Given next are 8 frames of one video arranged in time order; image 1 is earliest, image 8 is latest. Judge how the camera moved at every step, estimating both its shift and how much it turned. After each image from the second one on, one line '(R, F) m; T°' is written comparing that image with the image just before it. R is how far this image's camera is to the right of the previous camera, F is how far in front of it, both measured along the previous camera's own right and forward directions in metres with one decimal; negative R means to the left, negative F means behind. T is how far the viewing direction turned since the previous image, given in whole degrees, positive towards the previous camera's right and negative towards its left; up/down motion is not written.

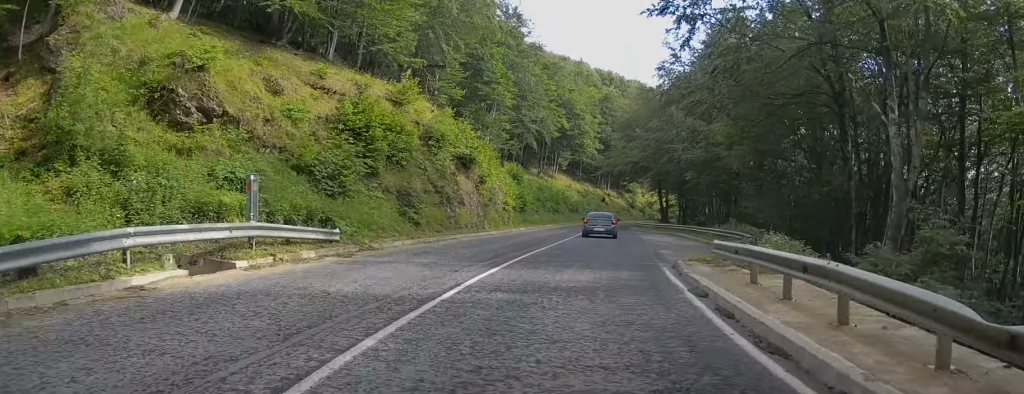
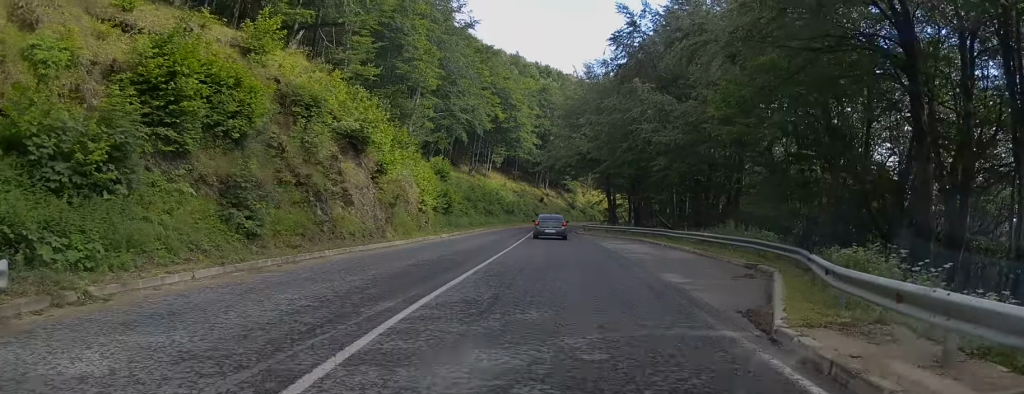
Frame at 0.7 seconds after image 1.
(+0.5, +10.0) m; +3°
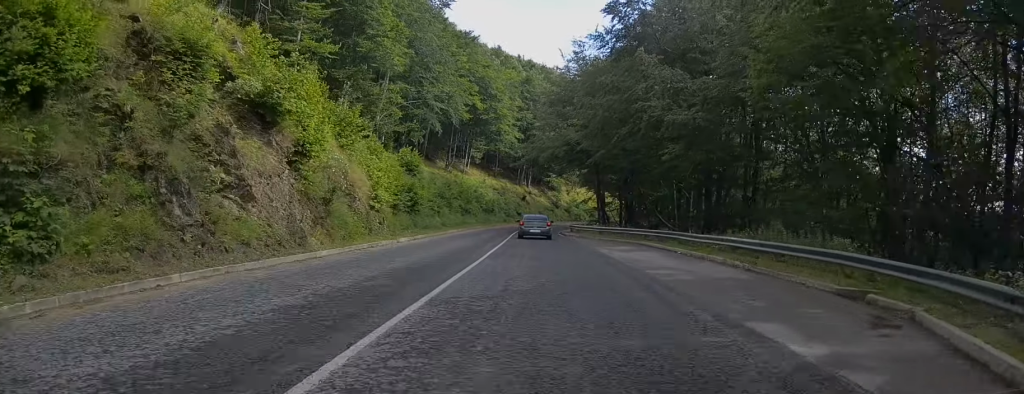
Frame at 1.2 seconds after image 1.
(+0.2, +6.8) m; +1°
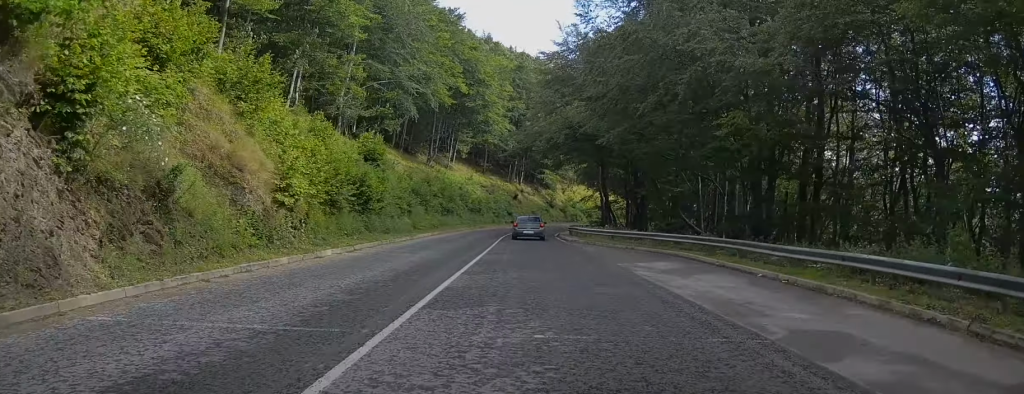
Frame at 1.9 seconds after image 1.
(0.0, +9.5) m; 0°
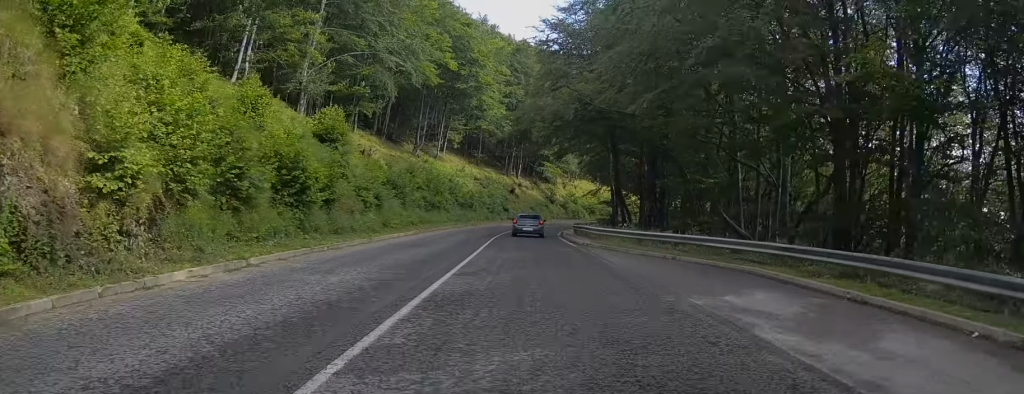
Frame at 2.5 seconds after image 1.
(0.0, +8.1) m; 0°
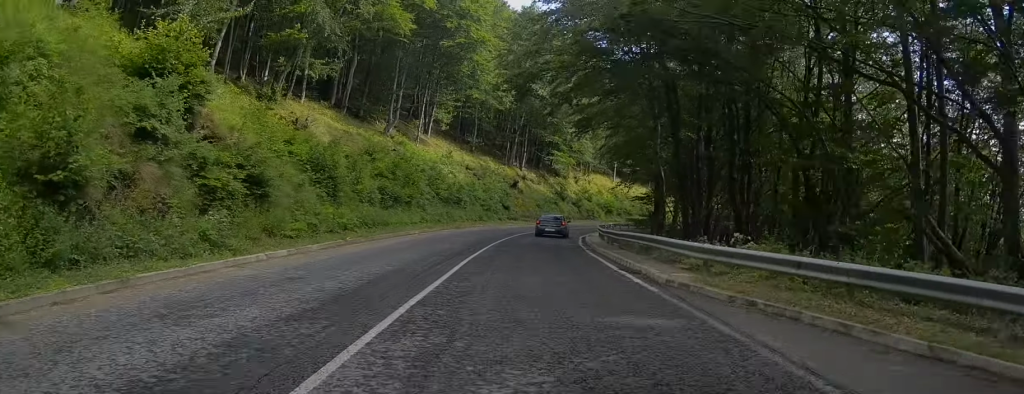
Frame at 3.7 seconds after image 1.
(+0.2, +15.7) m; +2°
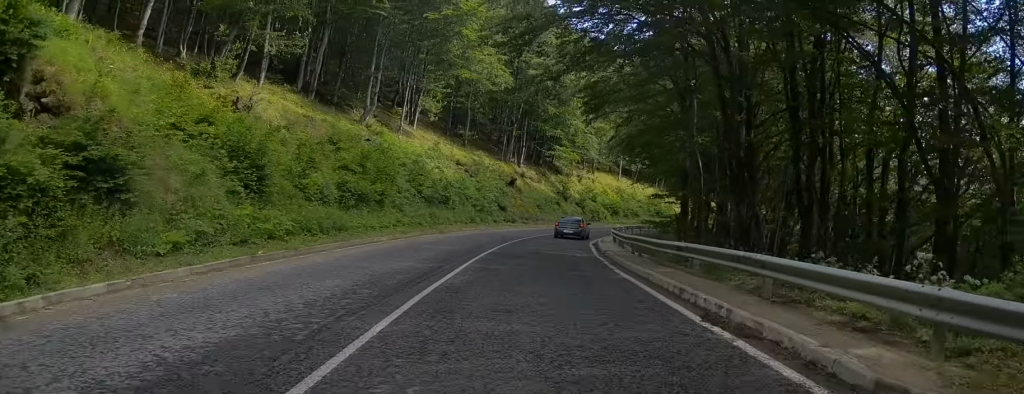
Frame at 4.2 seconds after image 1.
(+0.2, +7.1) m; +1°
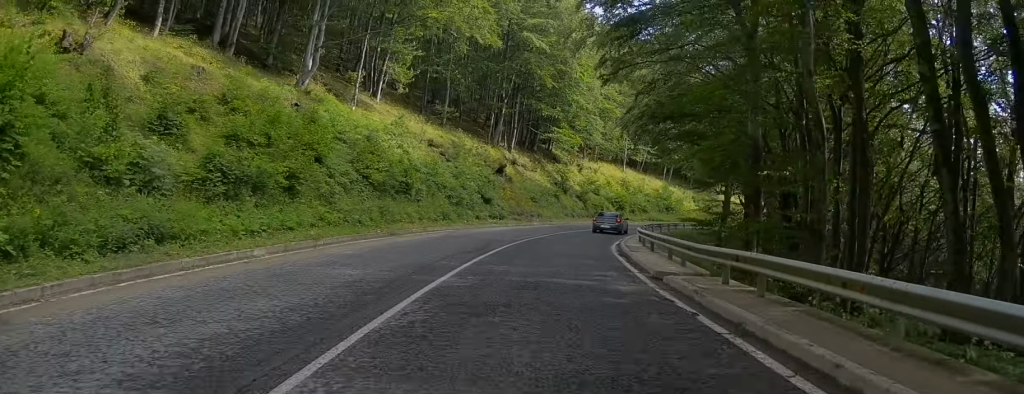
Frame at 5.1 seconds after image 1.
(0.0, +10.7) m; 0°
